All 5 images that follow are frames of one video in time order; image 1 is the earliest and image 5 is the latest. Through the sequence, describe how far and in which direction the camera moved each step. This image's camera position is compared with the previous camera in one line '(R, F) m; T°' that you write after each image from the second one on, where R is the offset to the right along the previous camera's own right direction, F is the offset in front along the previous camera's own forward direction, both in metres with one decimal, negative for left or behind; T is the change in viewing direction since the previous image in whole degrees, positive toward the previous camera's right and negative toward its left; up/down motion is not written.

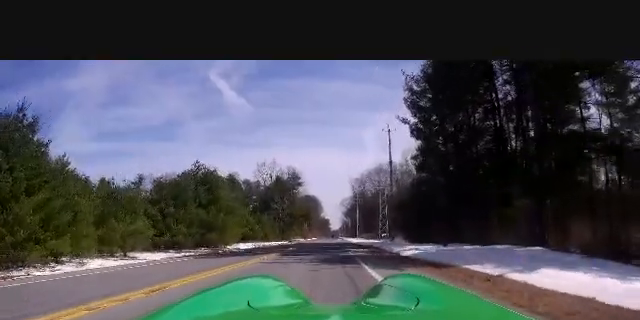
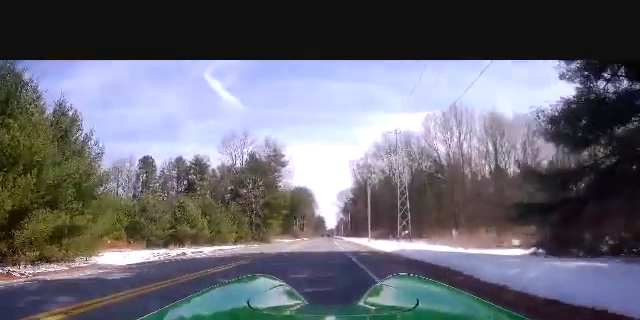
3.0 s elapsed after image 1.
(+1.2, +31.7) m; +4°
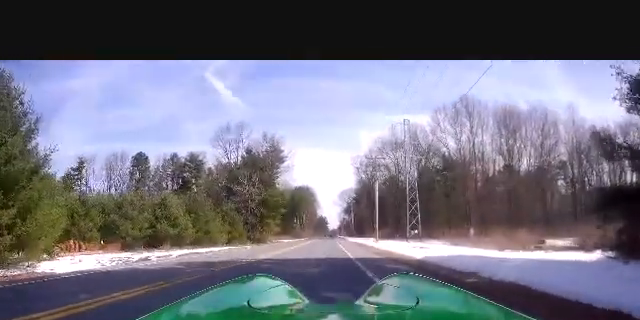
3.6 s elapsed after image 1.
(0.0, +5.6) m; 0°
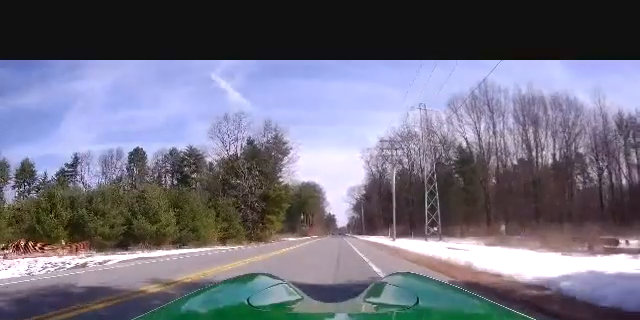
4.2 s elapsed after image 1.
(0.0, +6.1) m; -1°
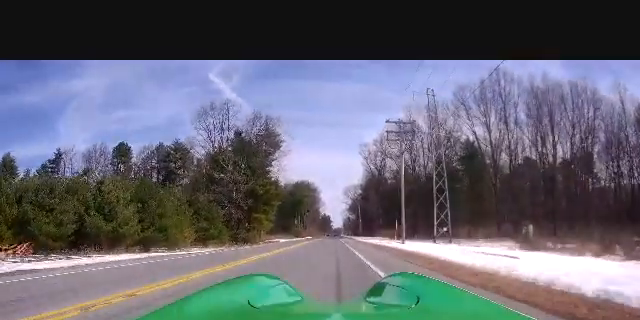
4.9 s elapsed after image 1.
(0.0, +6.2) m; 0°
